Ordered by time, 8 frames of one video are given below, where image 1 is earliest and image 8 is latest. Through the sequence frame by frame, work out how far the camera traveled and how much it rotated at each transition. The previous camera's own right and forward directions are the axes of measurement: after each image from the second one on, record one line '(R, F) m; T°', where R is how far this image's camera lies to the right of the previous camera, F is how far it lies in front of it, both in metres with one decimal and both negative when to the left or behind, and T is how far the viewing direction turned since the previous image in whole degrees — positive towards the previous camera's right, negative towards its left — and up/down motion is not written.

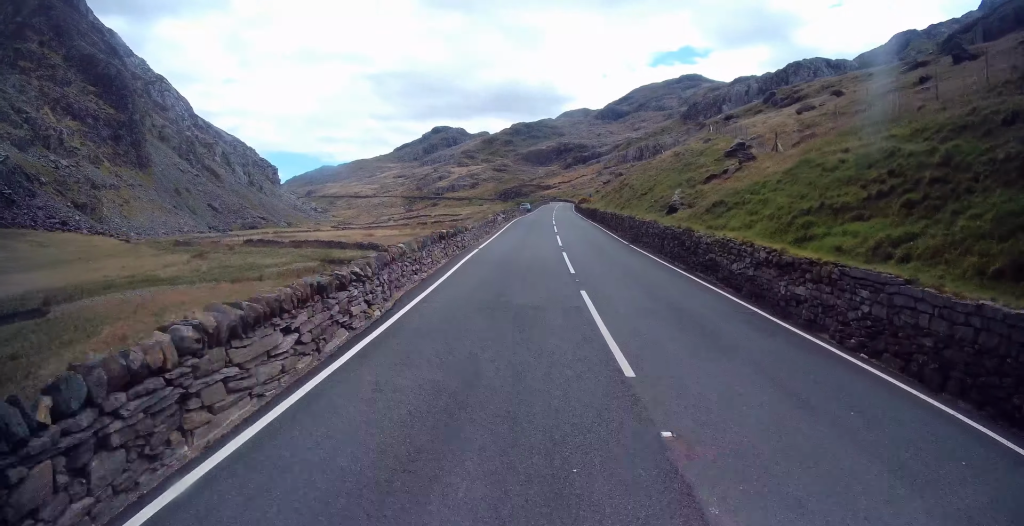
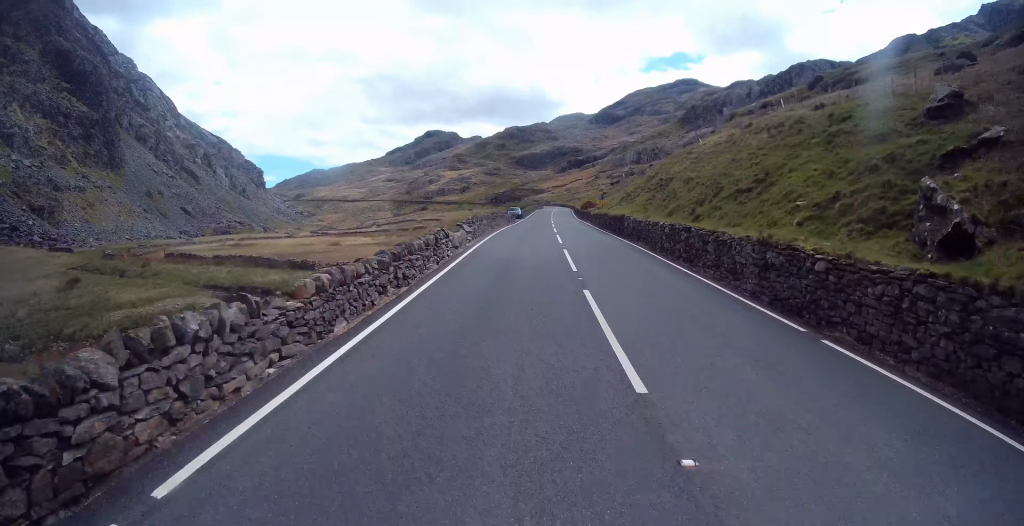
(+0.9, +18.5) m; +4°
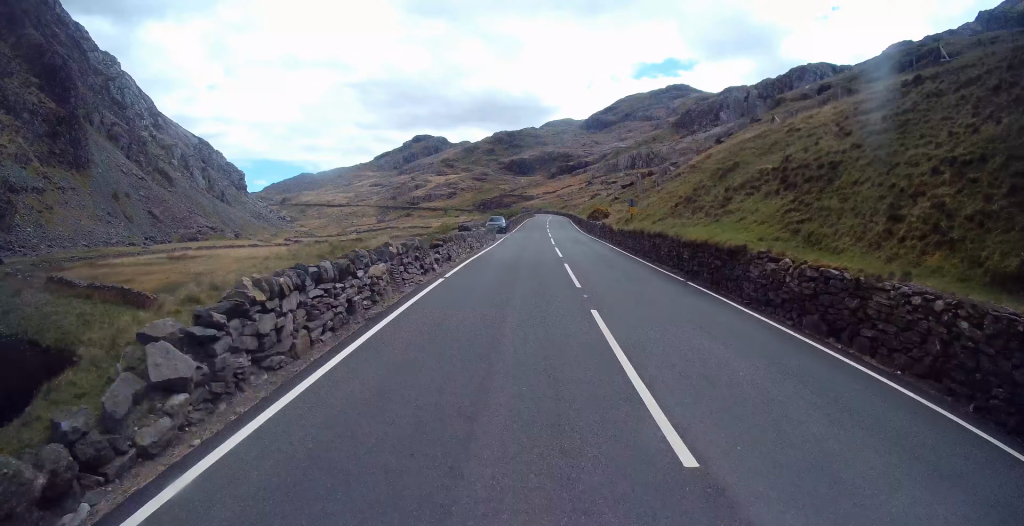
(-0.5, +19.2) m; -1°
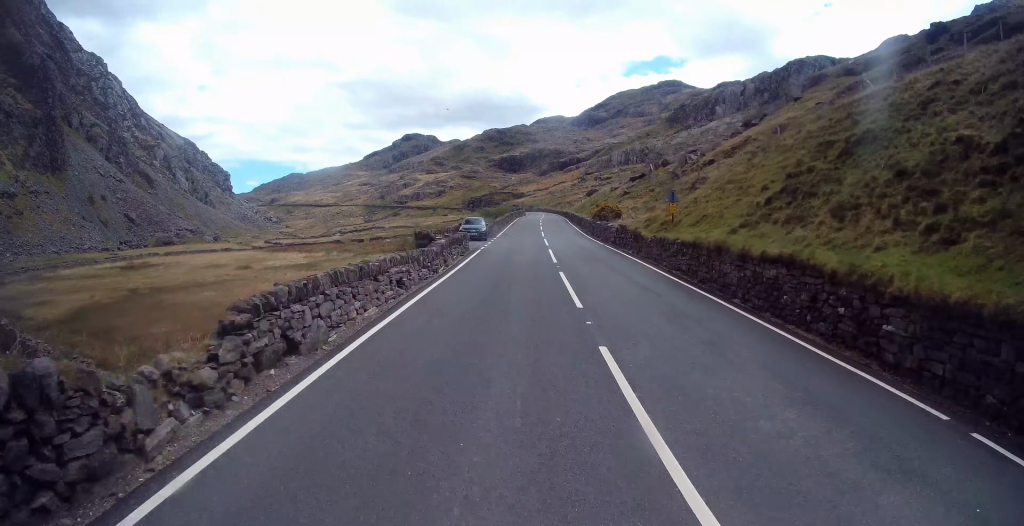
(+0.1, +11.4) m; +2°
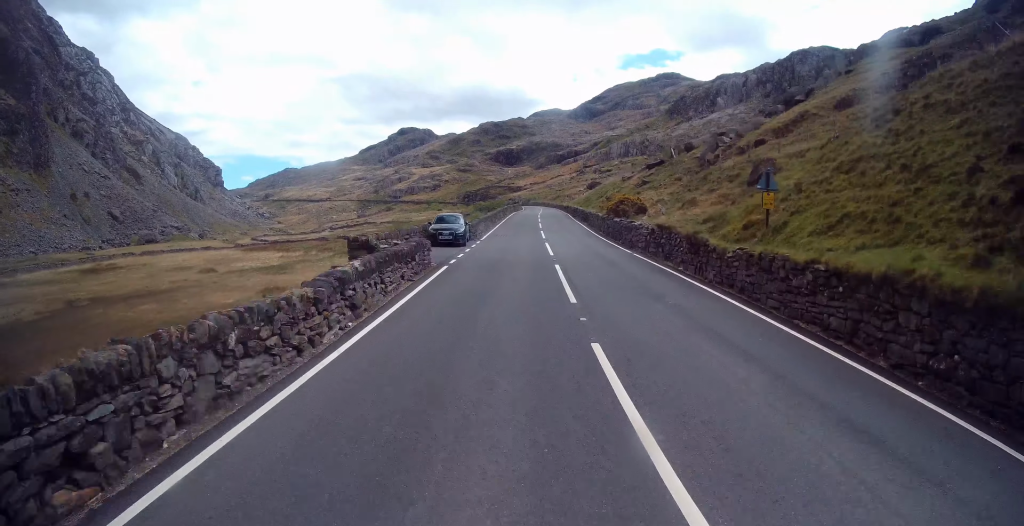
(+0.4, +9.3) m; +2°
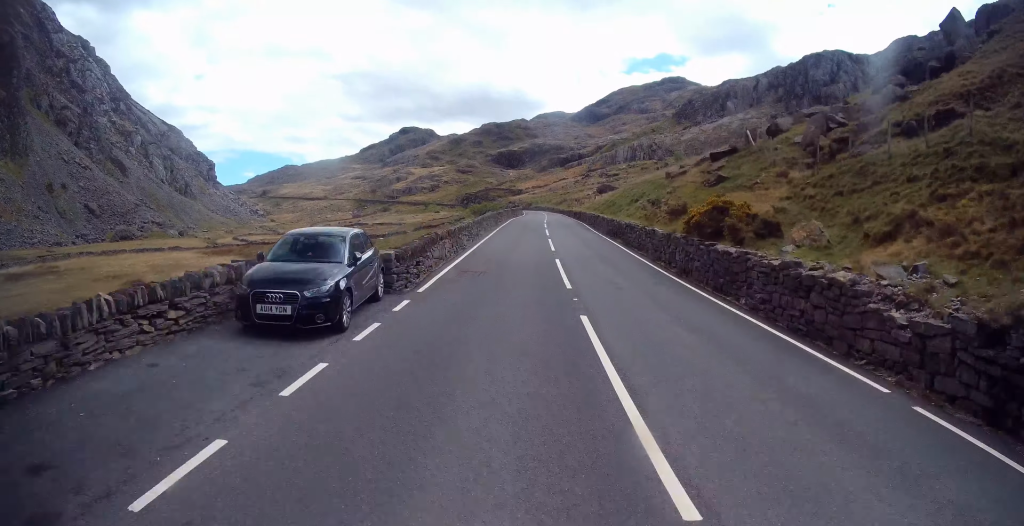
(-0.1, +16.1) m; -1°
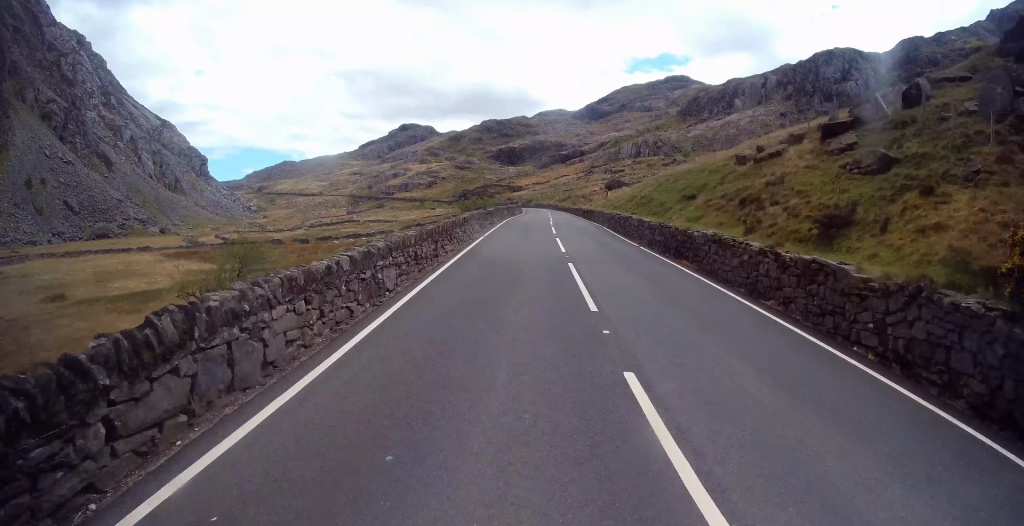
(-0.2, +12.5) m; 0°
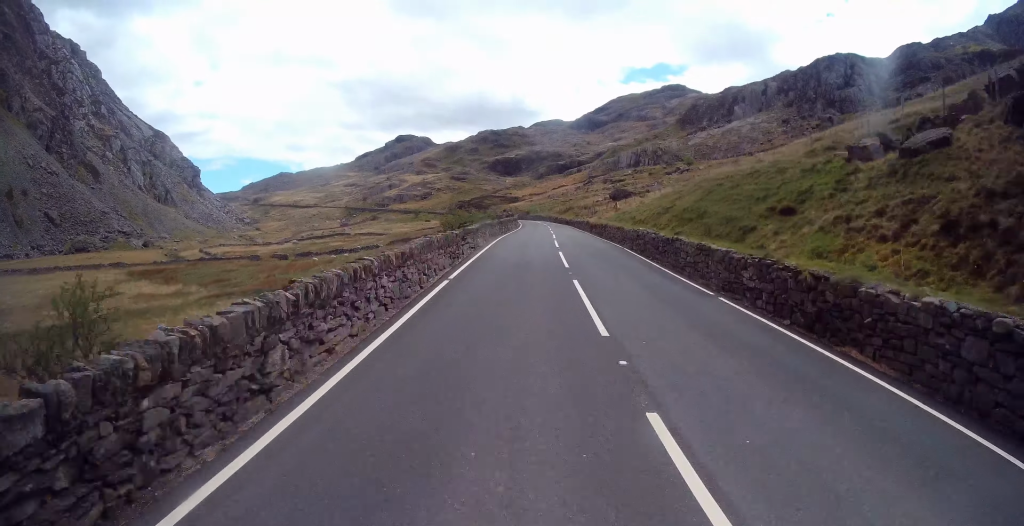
(+0.2, +9.7) m; 0°
